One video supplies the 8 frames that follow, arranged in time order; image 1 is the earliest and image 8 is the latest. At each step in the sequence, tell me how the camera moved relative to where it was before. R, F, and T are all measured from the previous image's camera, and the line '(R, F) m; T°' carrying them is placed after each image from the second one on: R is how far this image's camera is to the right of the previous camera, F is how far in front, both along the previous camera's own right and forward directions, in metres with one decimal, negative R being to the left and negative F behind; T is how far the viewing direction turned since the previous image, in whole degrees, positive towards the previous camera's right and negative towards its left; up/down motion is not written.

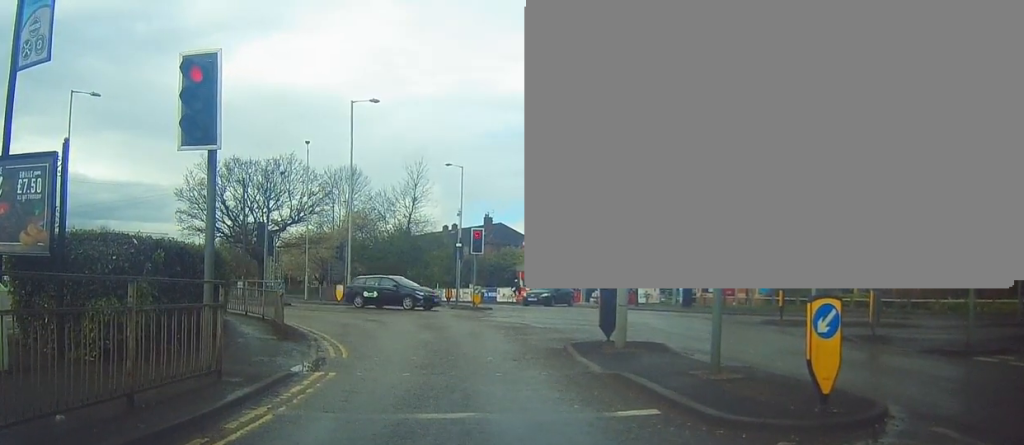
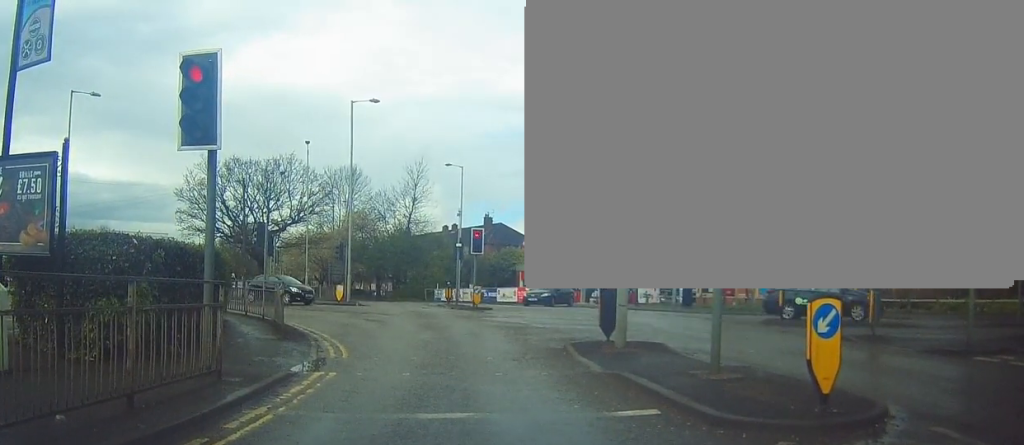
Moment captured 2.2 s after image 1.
(0.0, 0.0) m; 0°
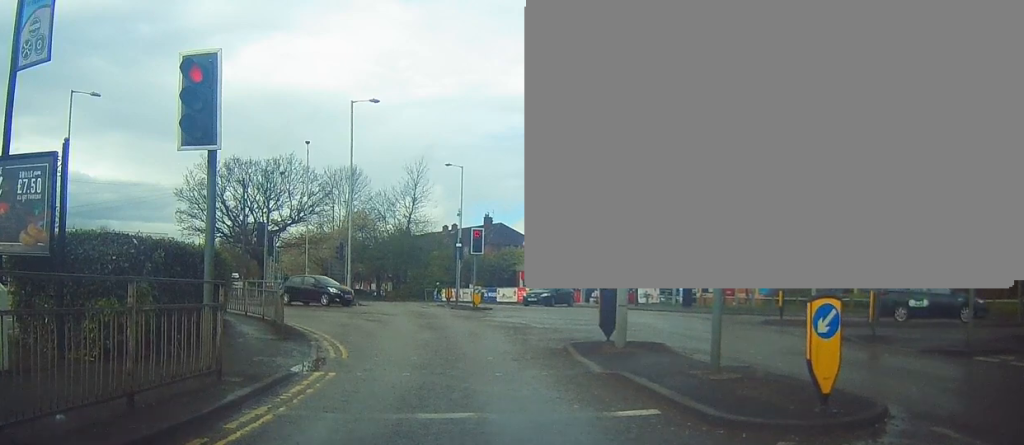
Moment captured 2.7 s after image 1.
(0.0, 0.0) m; 0°
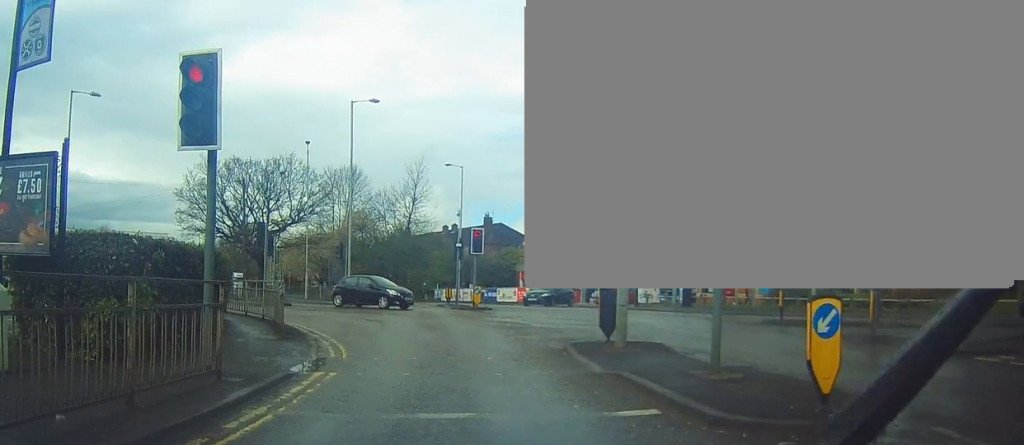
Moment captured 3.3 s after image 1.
(0.0, 0.0) m; 0°
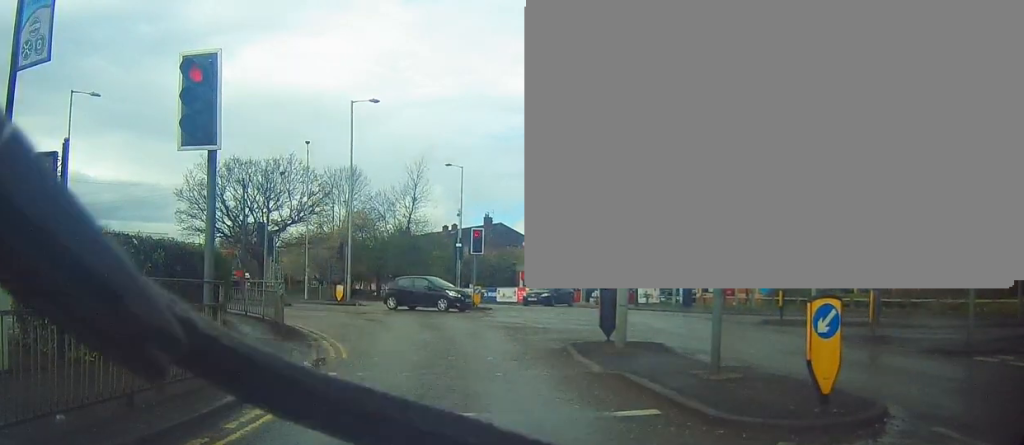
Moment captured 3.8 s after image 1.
(0.0, 0.0) m; 0°
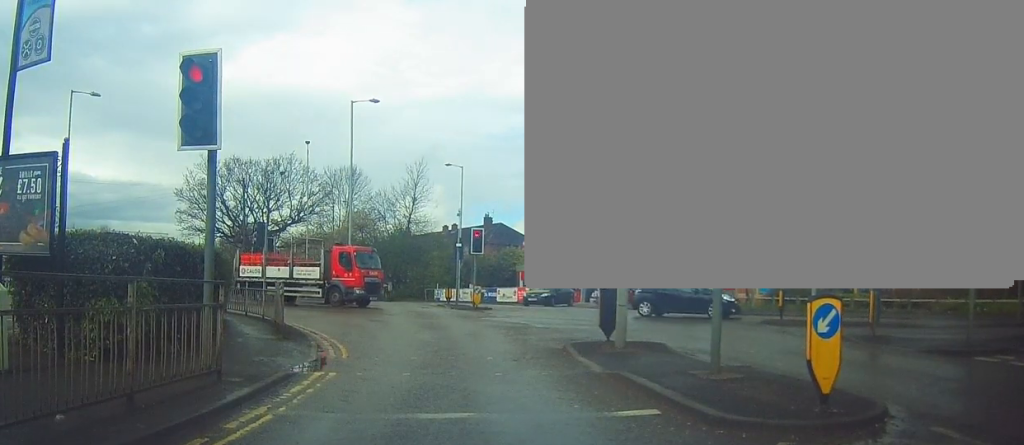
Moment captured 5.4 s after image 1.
(0.0, 0.0) m; 0°
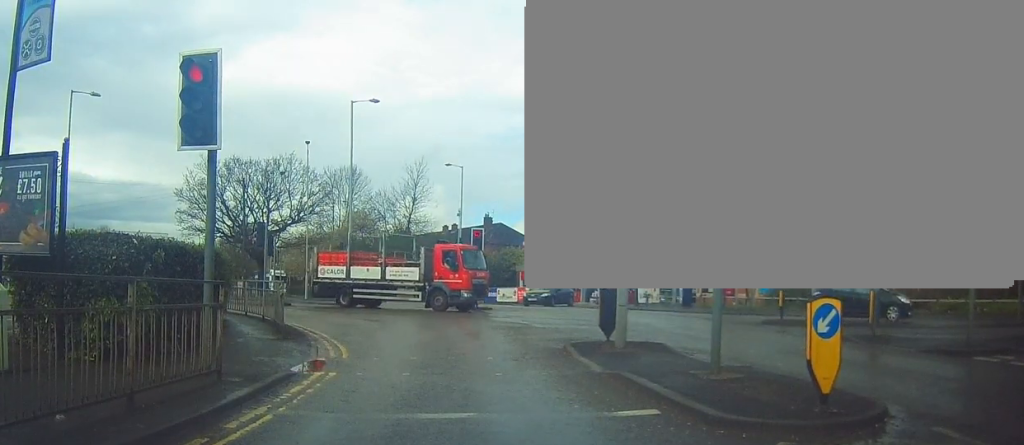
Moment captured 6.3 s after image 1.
(0.0, 0.0) m; 0°
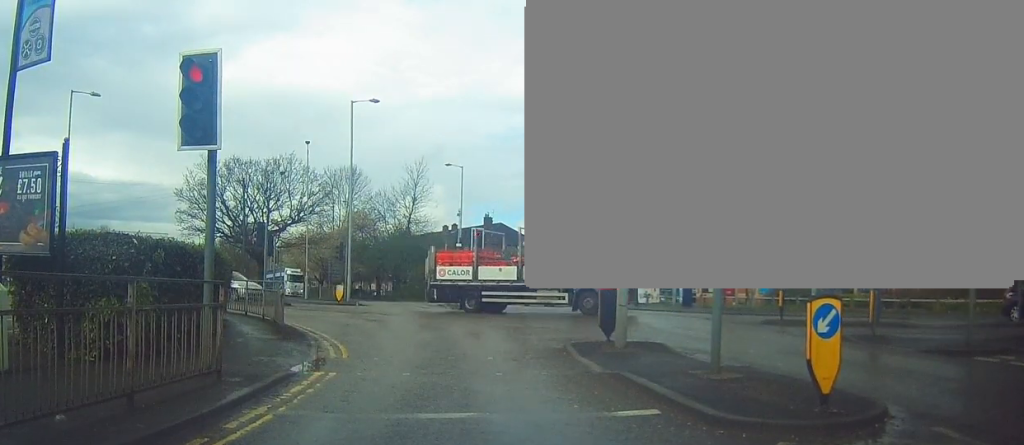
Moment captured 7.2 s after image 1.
(0.0, 0.0) m; 0°
